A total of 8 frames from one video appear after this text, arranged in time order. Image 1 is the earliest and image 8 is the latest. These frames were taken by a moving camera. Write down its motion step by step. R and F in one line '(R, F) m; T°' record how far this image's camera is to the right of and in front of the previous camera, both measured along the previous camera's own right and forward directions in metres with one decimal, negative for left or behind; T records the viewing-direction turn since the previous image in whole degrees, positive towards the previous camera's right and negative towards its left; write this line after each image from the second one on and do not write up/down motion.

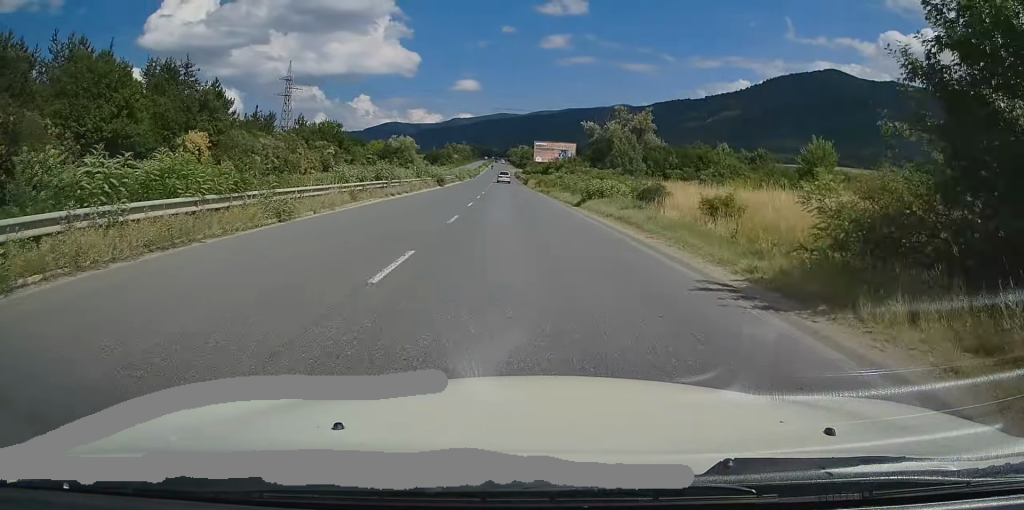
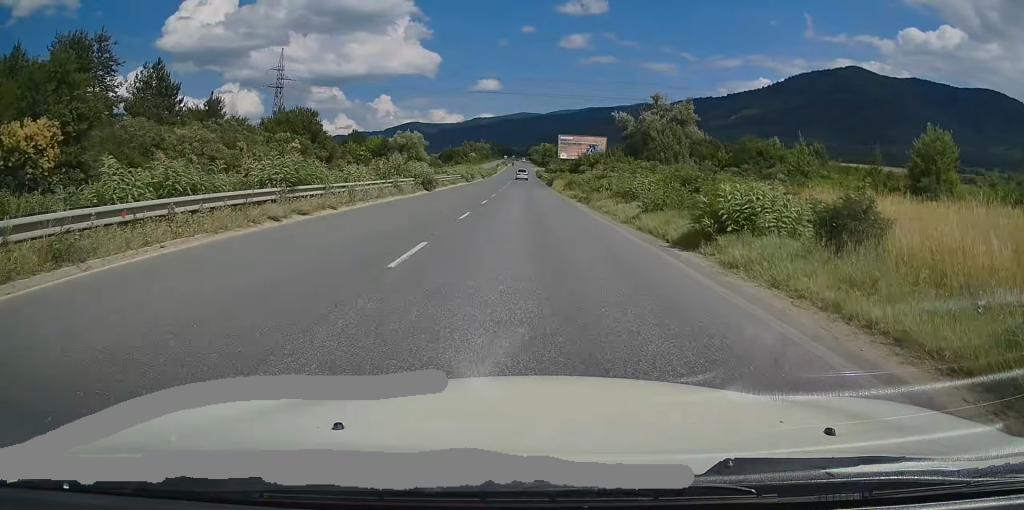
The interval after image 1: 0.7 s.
(-0.1, +16.8) m; -2°
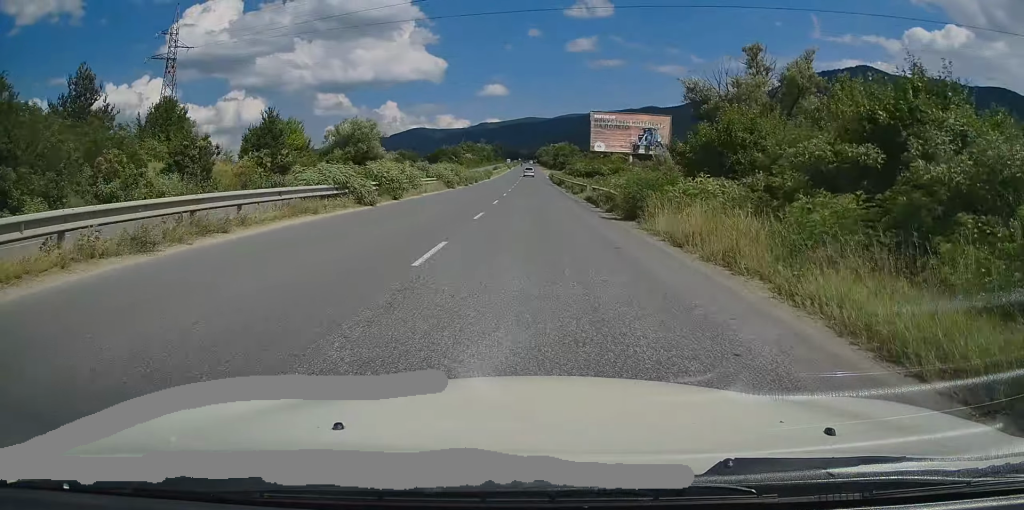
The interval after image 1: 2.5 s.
(-1.7, +44.0) m; -2°
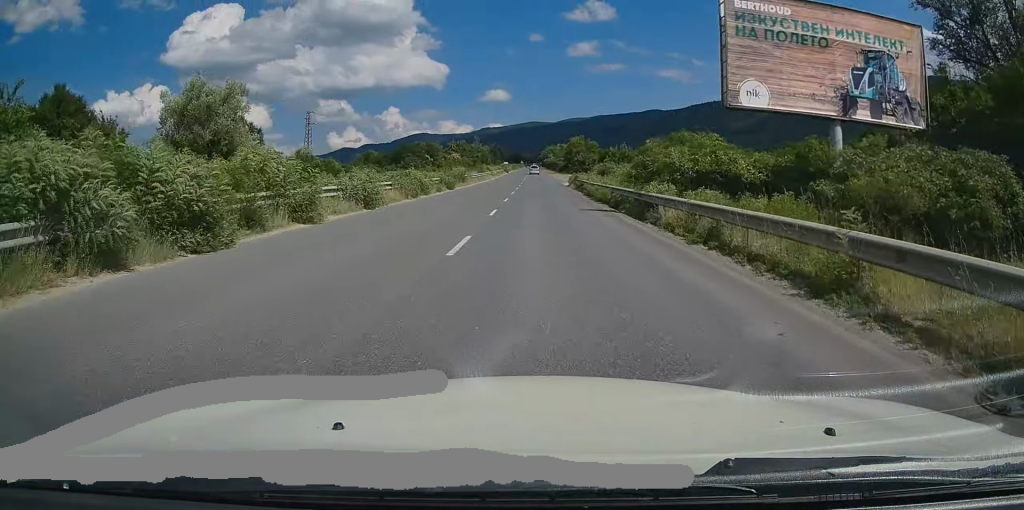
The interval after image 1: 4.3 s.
(0.0, +43.6) m; +1°
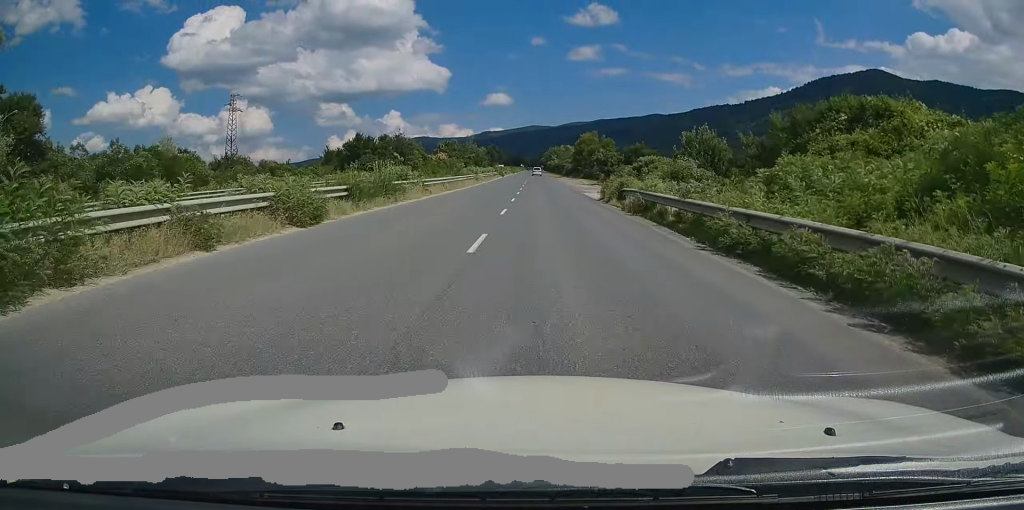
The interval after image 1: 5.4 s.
(+0.3, +26.6) m; 0°
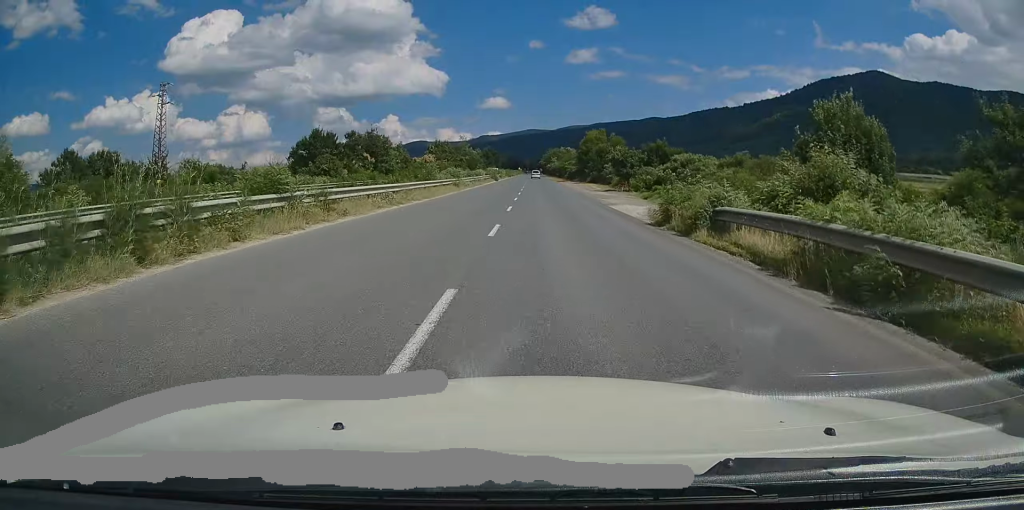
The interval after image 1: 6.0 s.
(-0.1, +15.0) m; 0°
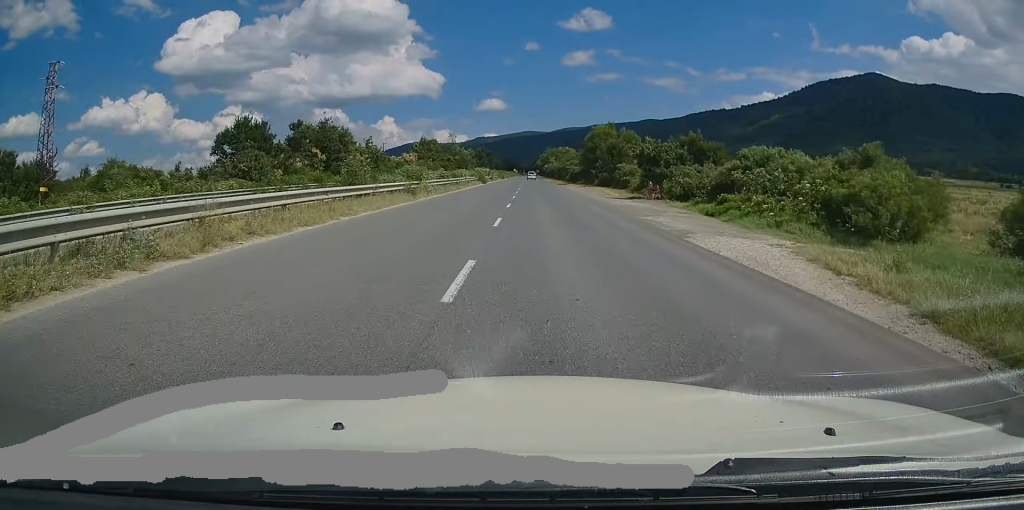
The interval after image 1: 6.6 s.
(-0.2, +15.8) m; 0°
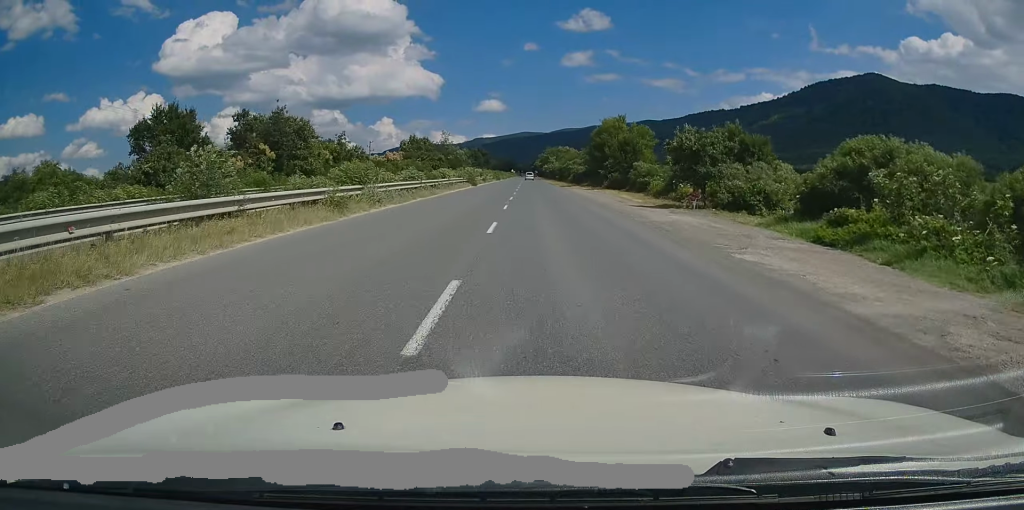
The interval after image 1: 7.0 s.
(+0.2, +10.8) m; 0°
